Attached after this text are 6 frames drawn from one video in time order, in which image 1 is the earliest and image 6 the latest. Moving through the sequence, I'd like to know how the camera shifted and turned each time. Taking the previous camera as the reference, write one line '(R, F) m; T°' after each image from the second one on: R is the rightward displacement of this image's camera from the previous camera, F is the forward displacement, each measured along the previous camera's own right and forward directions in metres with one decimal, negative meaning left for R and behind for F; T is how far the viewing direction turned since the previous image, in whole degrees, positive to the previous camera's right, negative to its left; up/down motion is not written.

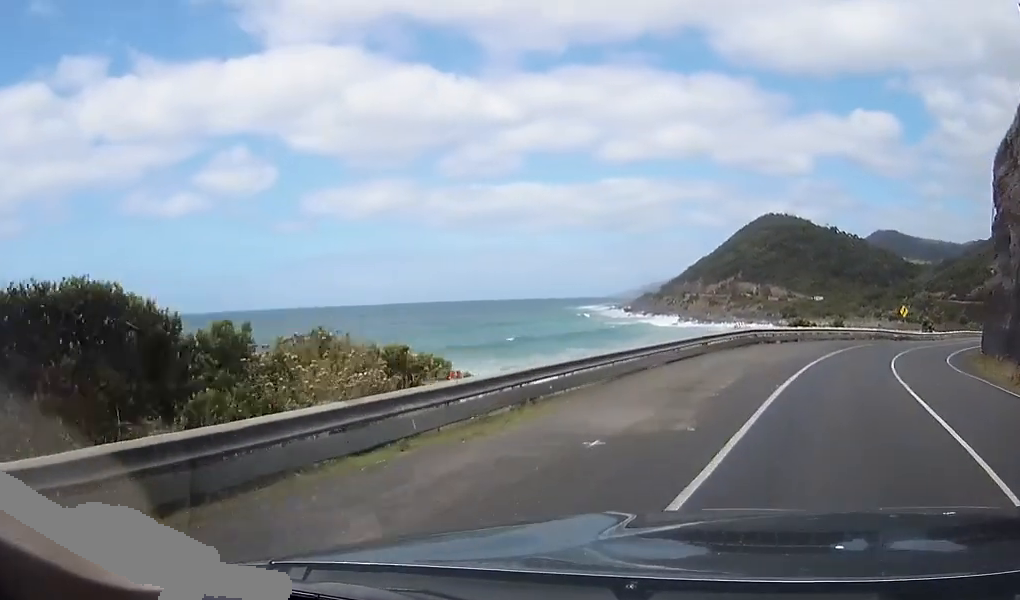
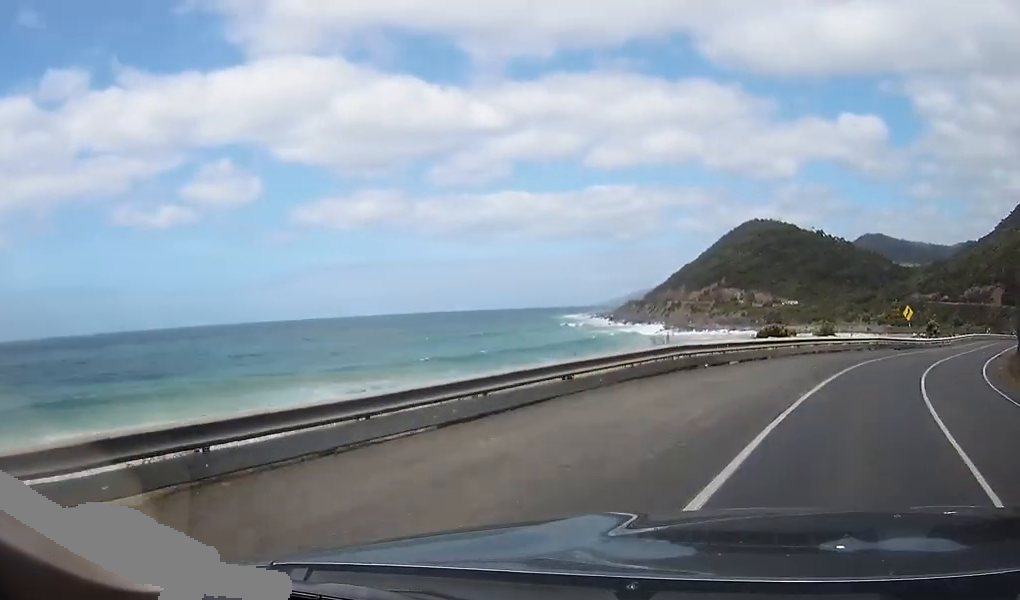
(+0.5, +11.7) m; +5°
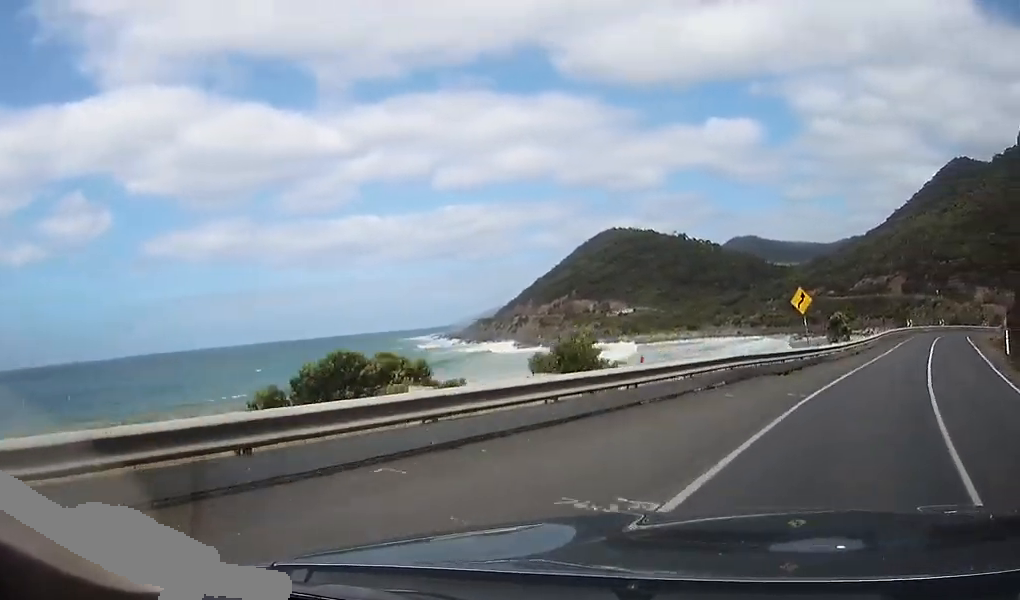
(+1.9, +22.3) m; +9°
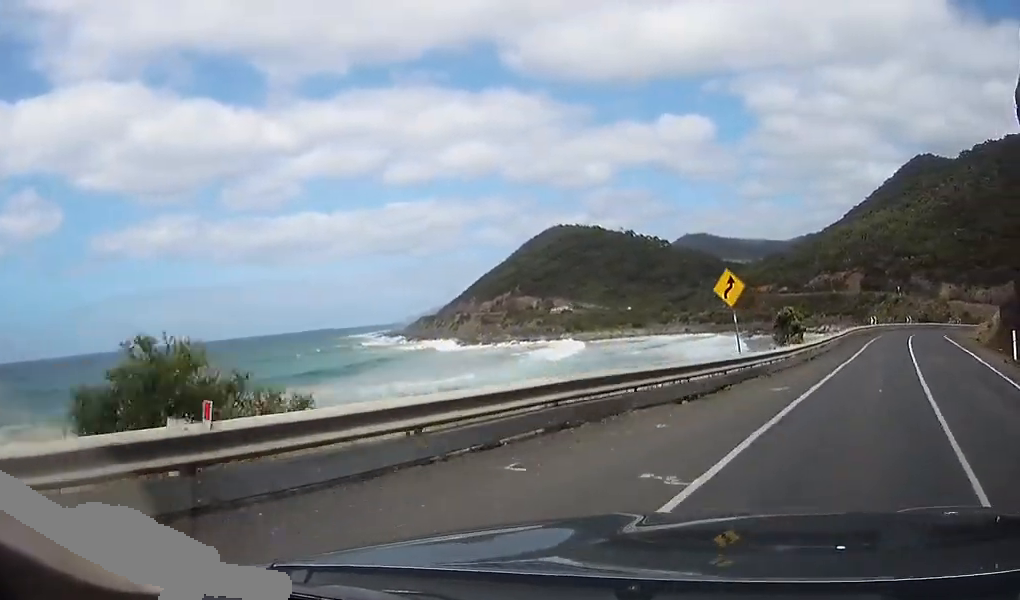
(+0.3, +8.1) m; +2°
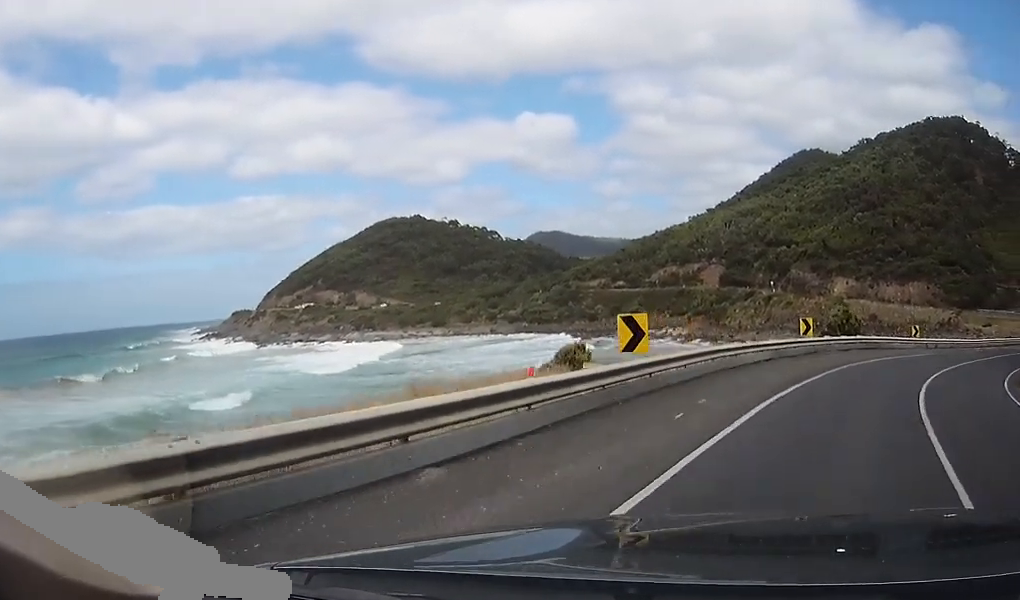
(+6.1, +52.7) m; +19°
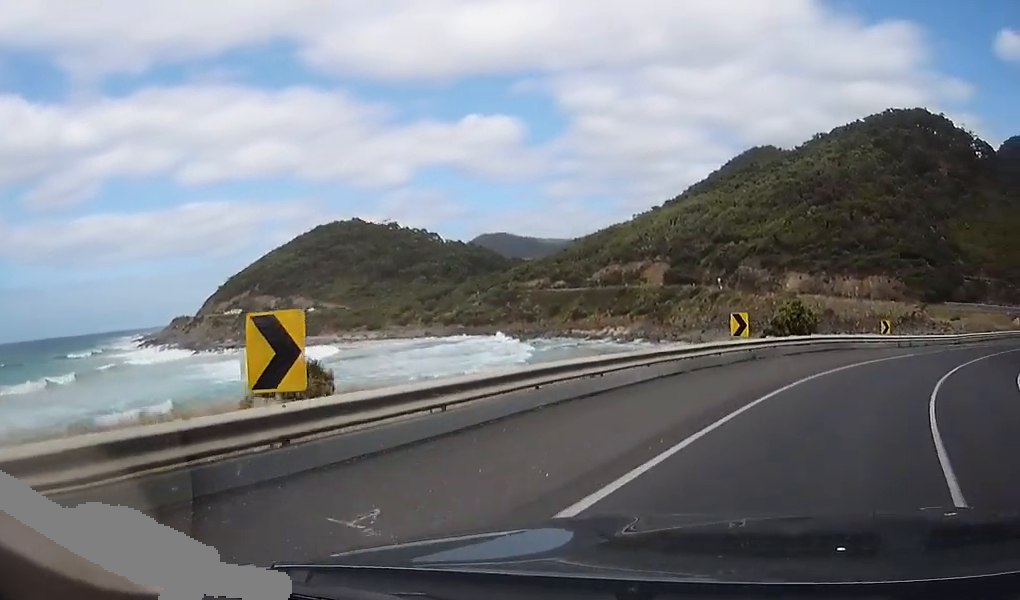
(+0.5, +7.7) m; +6°
